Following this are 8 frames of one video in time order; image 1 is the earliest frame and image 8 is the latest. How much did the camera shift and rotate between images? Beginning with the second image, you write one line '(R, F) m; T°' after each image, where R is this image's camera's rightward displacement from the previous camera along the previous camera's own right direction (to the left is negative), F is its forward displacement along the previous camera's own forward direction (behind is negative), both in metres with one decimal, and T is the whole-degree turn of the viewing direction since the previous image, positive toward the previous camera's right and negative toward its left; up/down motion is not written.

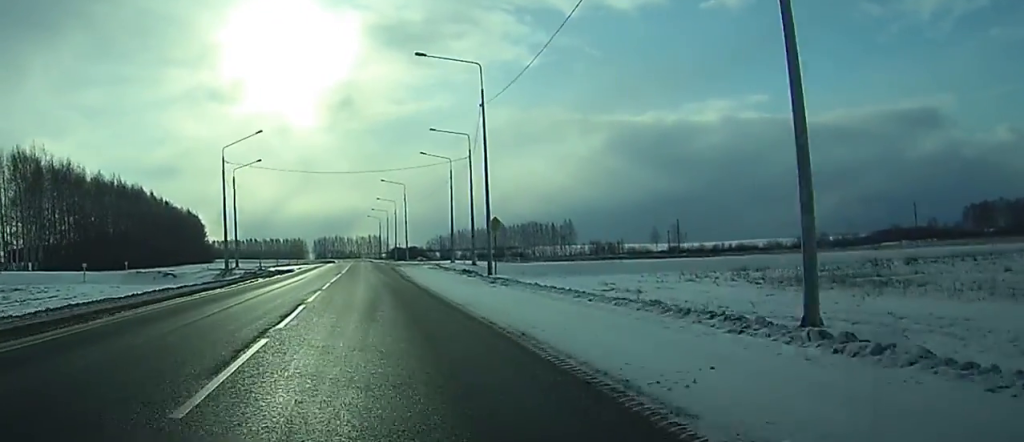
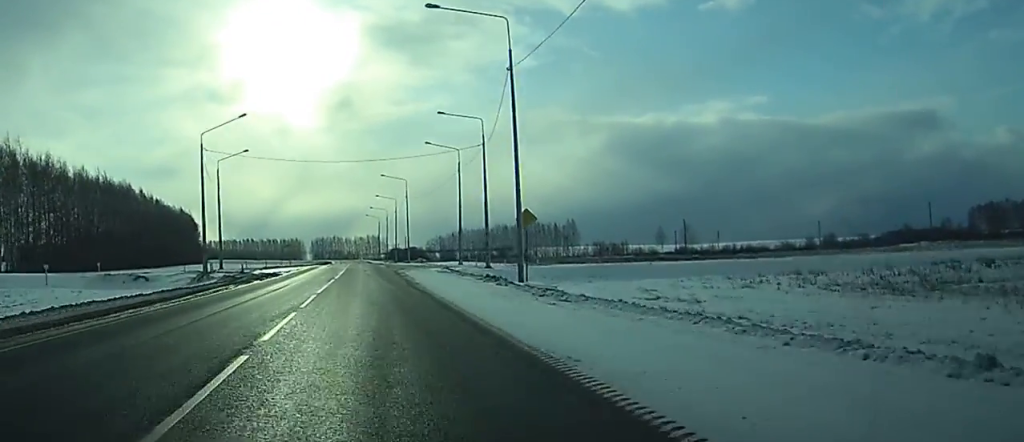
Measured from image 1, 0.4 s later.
(-0.1, +9.9) m; 0°
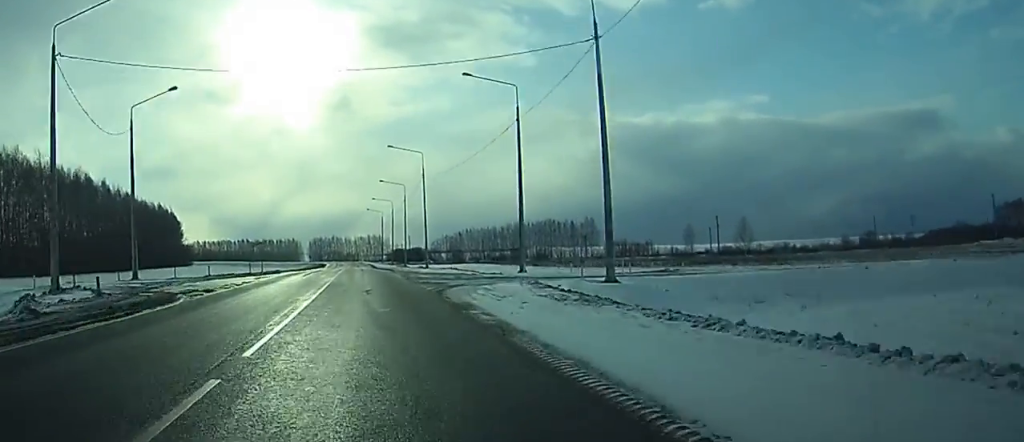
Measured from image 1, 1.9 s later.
(+0.2, +34.1) m; 0°
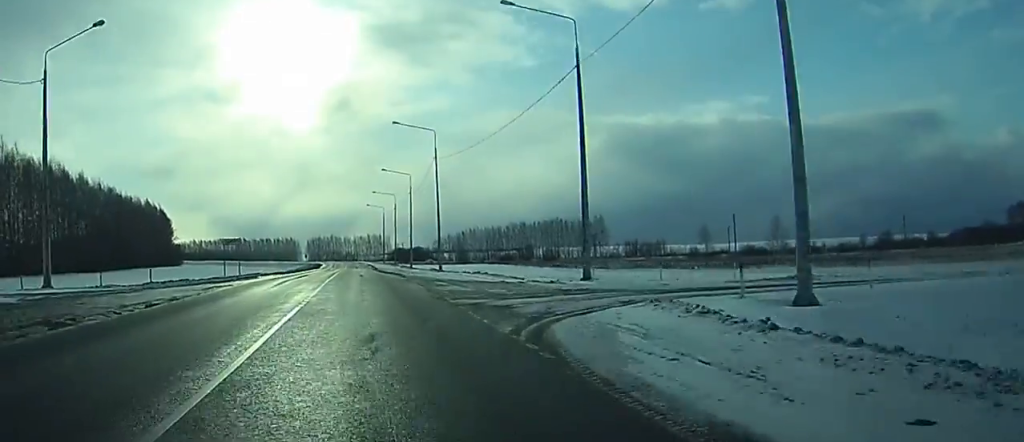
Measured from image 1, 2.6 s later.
(0.0, +15.8) m; 0°
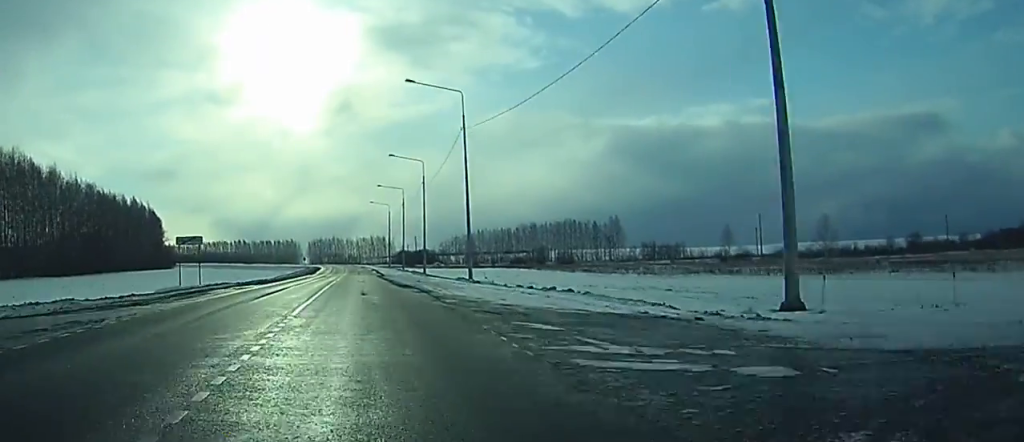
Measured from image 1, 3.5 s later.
(0.0, +18.8) m; 0°
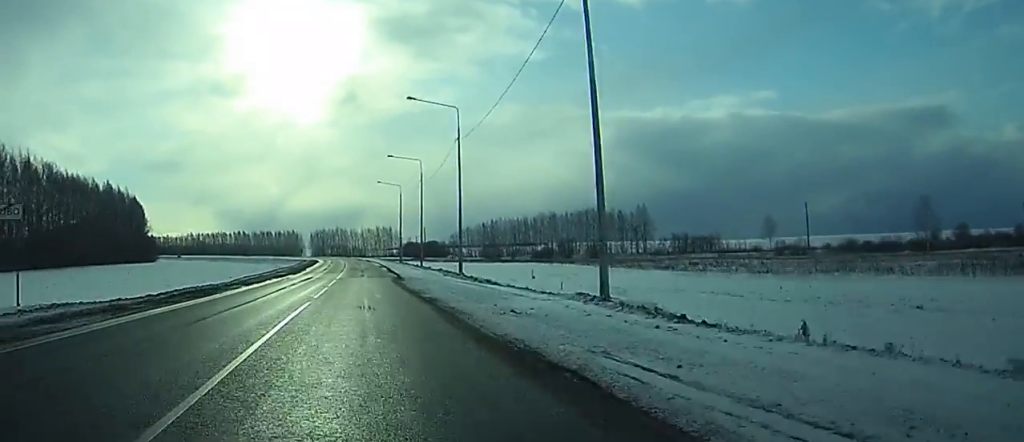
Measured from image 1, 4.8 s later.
(+0.1, +29.4) m; 0°
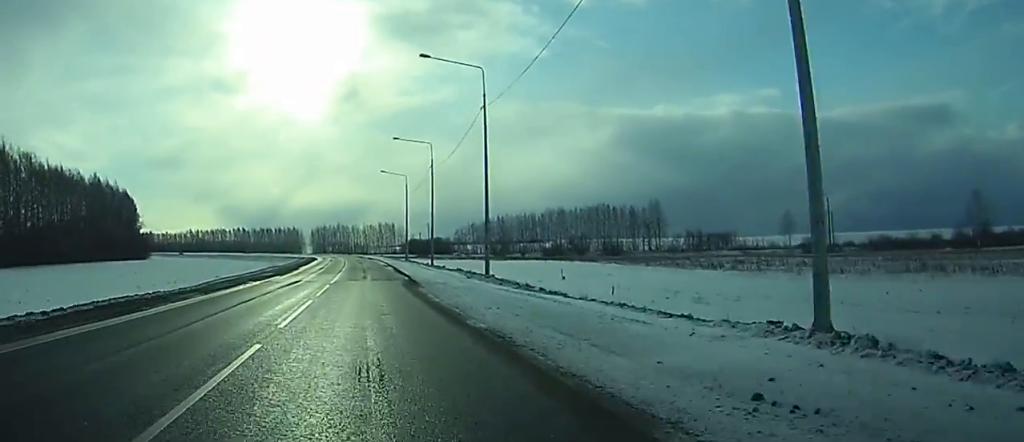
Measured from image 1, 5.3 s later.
(0.0, +12.1) m; 0°
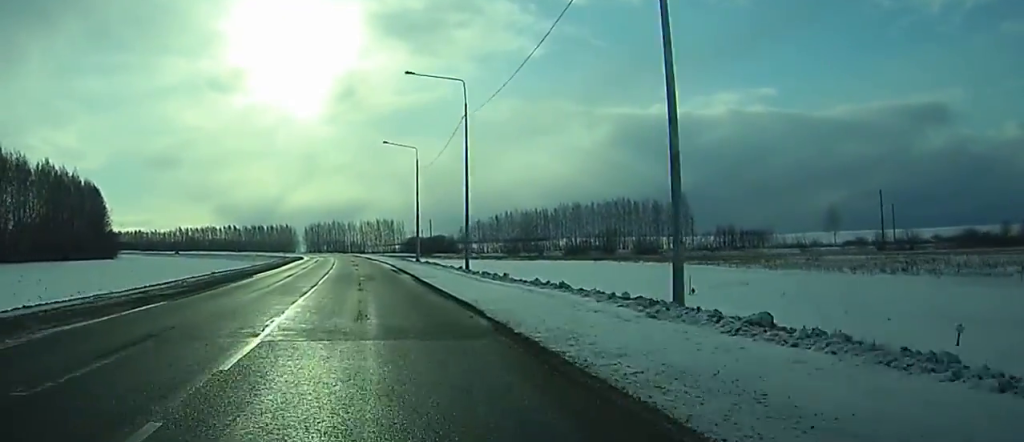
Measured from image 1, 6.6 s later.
(-0.1, +29.6) m; -1°
